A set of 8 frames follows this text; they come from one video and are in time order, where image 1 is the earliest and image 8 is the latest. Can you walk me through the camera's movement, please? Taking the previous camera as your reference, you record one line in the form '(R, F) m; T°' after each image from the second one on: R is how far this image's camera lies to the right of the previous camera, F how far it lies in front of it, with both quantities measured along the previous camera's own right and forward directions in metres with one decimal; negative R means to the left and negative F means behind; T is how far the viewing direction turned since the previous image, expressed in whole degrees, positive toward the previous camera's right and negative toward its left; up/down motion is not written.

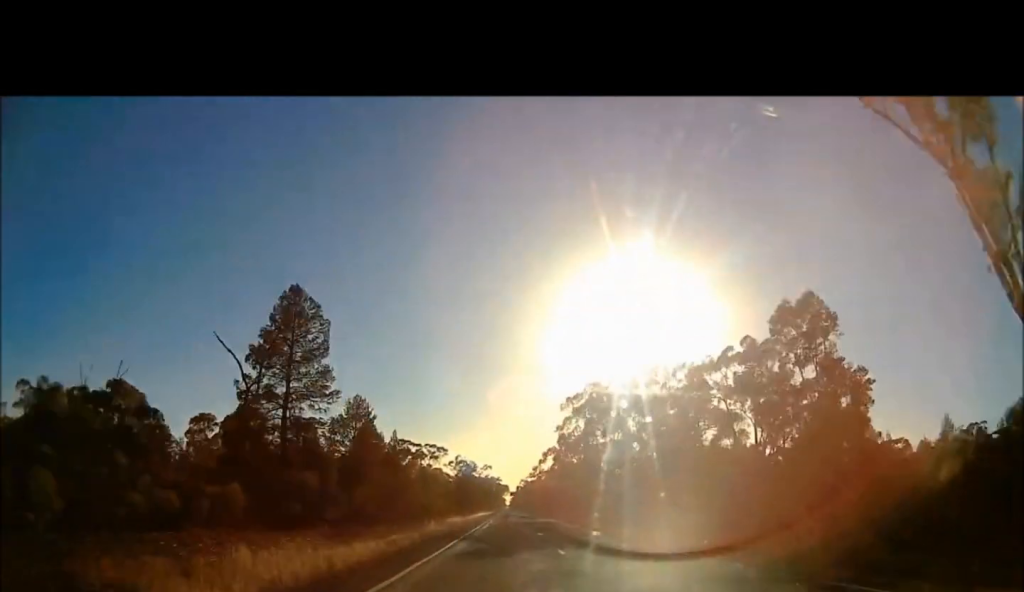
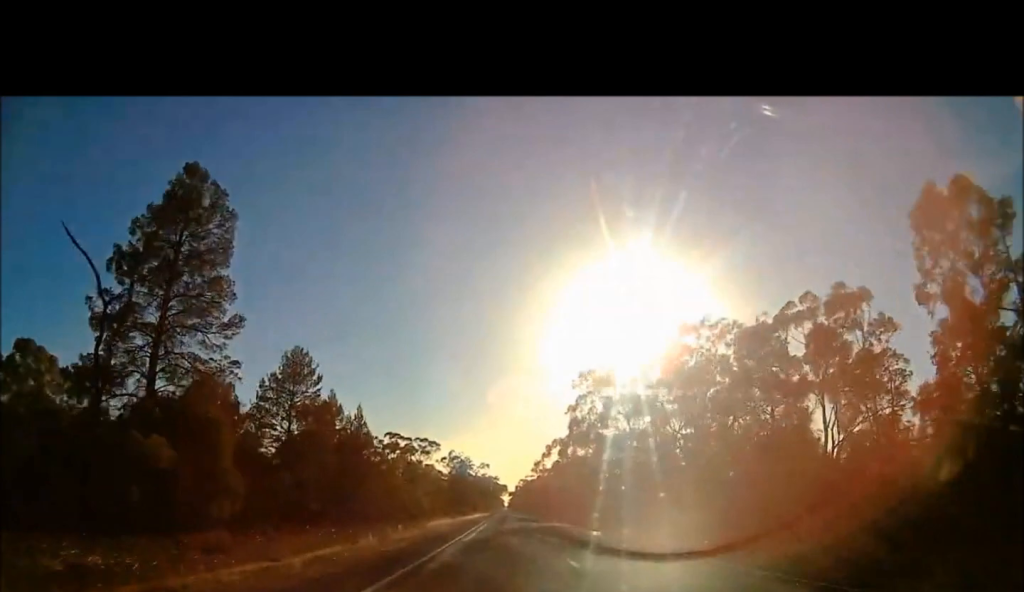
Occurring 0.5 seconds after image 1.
(0.0, +12.3) m; 0°
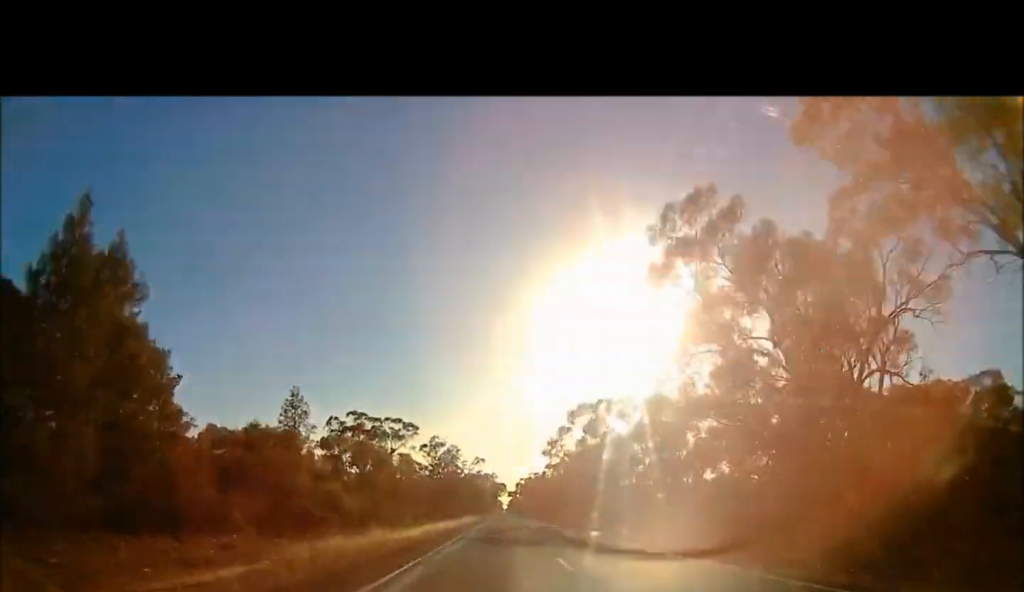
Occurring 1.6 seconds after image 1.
(0.0, +29.7) m; 0°
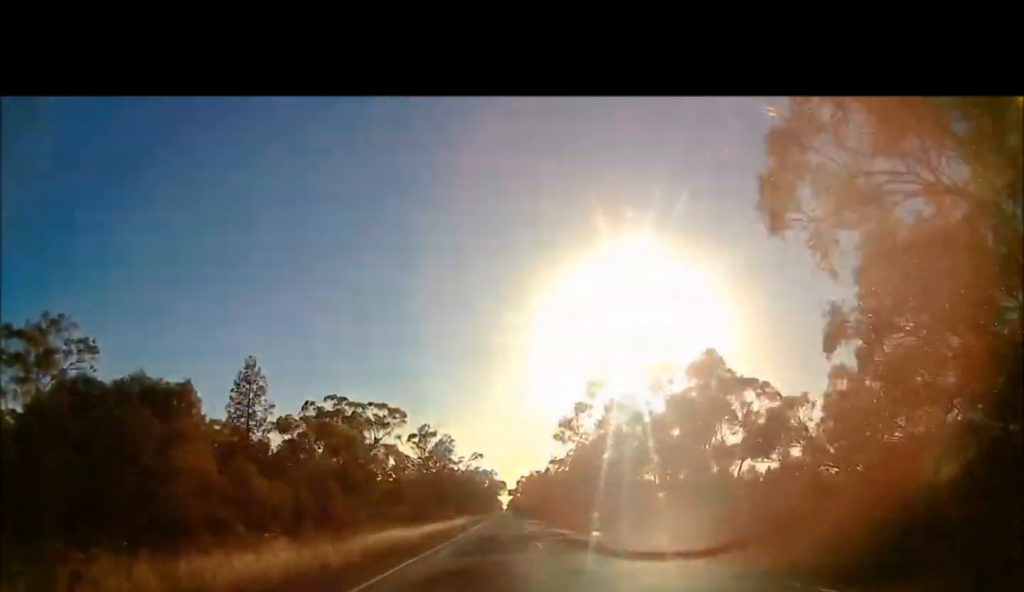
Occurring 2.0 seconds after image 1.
(0.0, +13.2) m; 0°
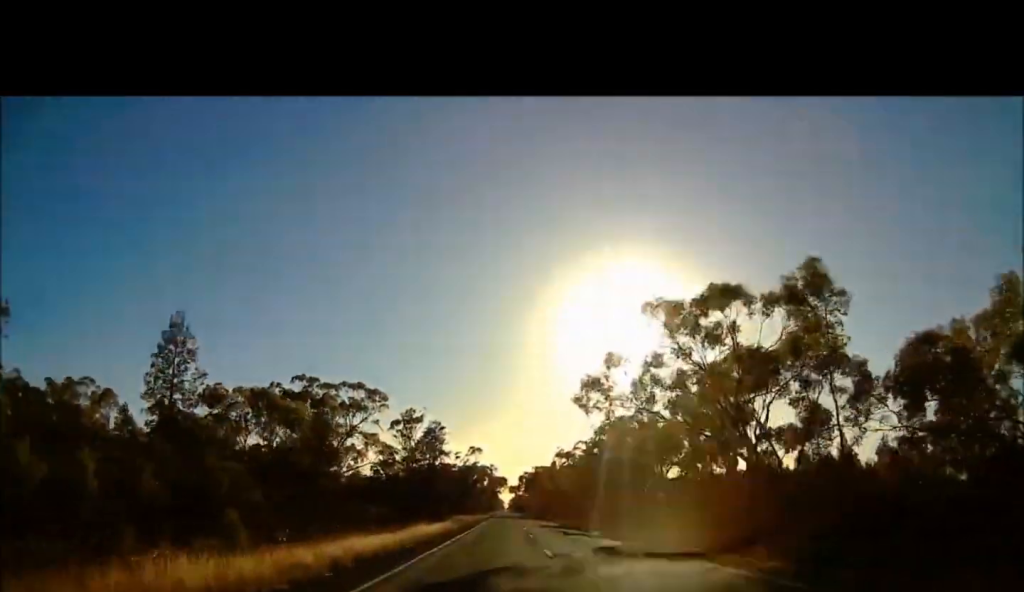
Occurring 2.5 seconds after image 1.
(+0.1, +15.0) m; 0°
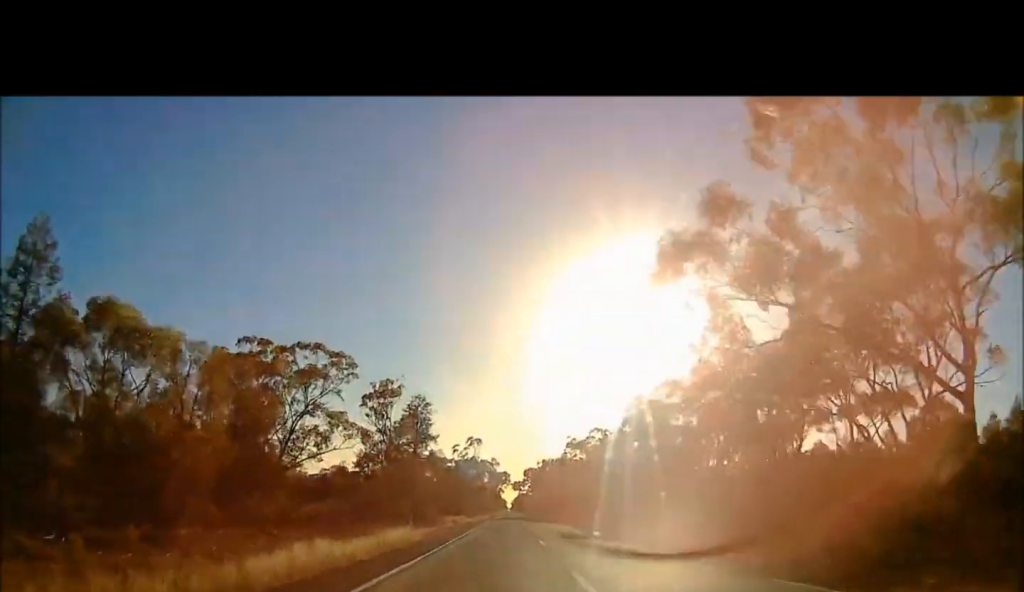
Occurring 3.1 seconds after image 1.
(+0.2, +18.8) m; 0°
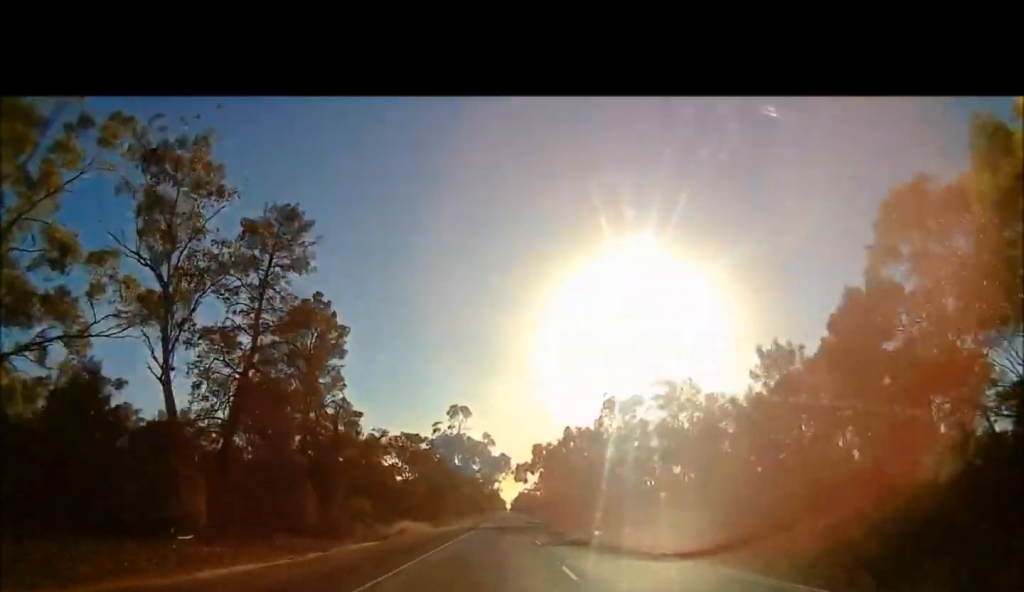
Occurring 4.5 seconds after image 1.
(+0.1, +47.7) m; 0°
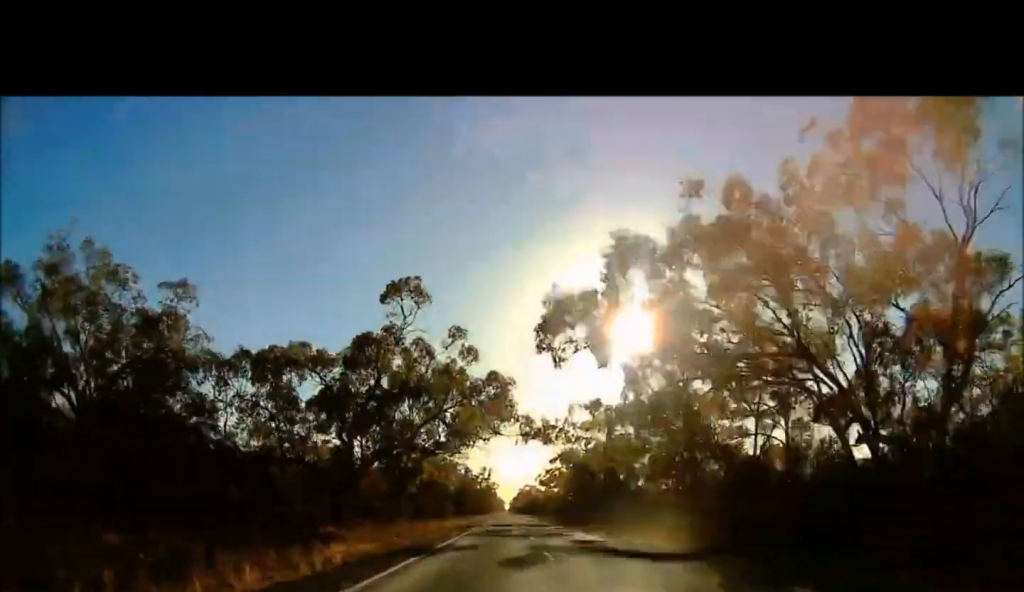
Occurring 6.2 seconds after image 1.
(0.0, +62.3) m; 0°
